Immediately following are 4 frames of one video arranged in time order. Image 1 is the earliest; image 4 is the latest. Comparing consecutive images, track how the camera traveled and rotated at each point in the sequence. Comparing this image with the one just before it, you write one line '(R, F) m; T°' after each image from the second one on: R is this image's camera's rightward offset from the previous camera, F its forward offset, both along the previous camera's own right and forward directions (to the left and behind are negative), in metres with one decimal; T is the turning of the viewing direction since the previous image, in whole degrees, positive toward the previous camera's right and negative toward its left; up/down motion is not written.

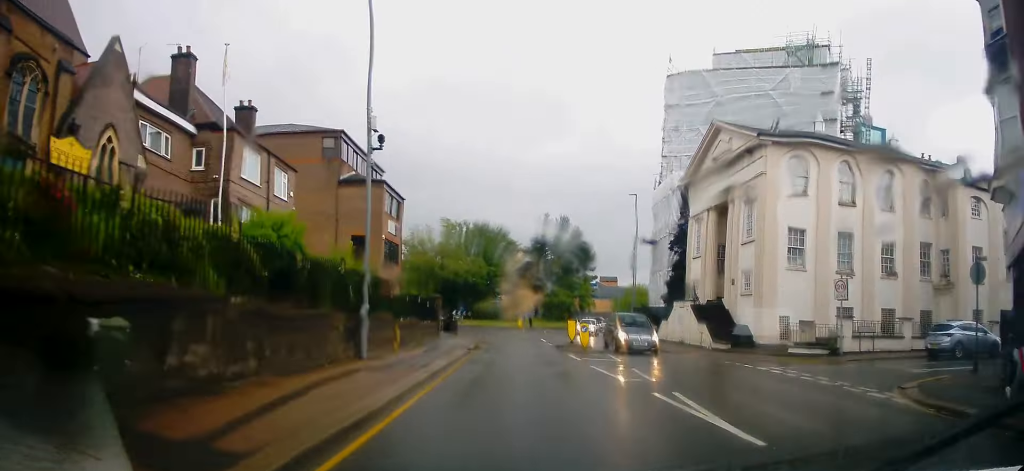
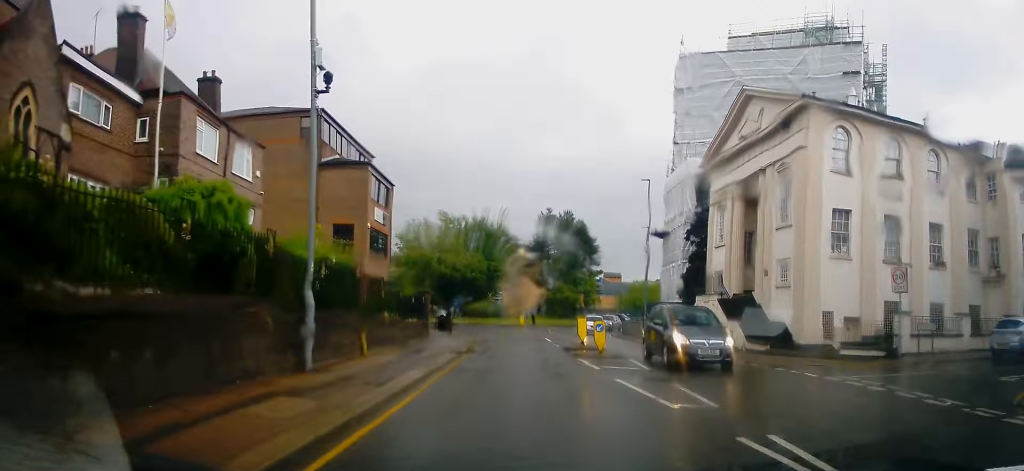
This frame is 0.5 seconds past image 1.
(-0.1, +4.0) m; -1°
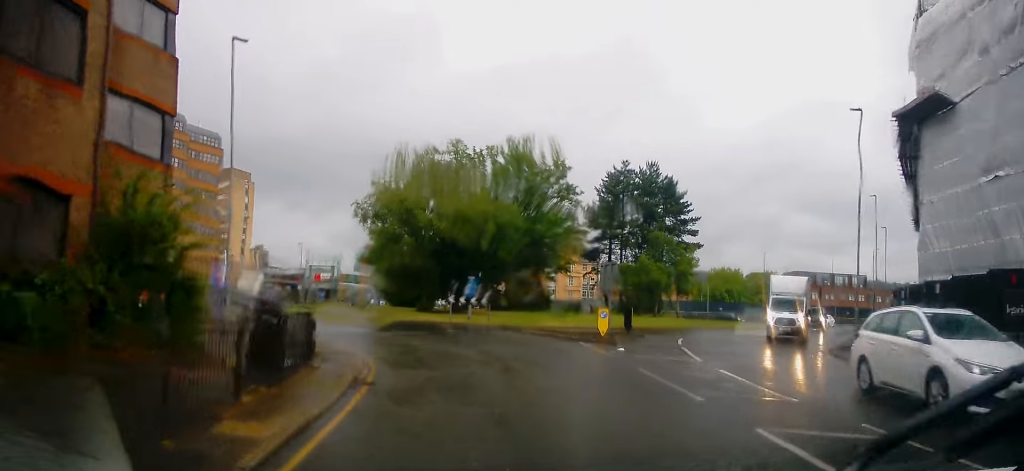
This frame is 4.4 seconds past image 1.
(-0.4, +32.2) m; -3°
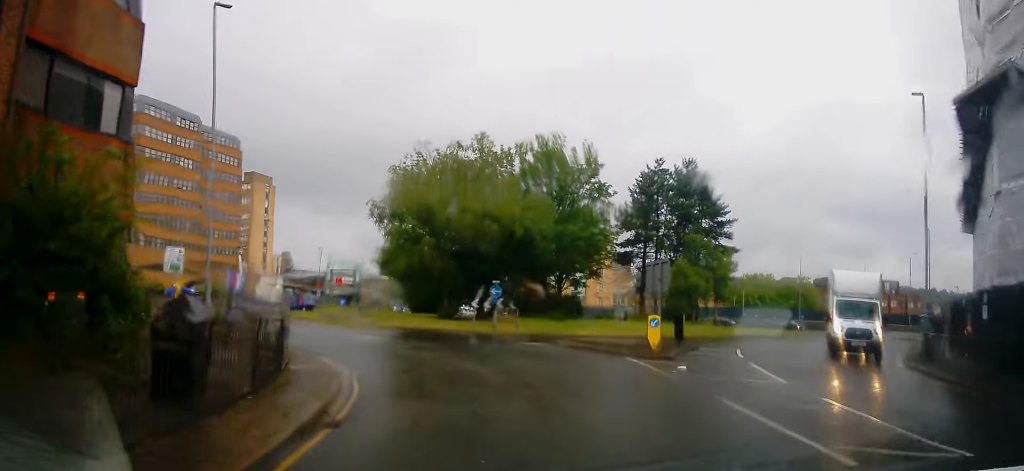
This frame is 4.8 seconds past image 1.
(0.0, +3.4) m; -2°
